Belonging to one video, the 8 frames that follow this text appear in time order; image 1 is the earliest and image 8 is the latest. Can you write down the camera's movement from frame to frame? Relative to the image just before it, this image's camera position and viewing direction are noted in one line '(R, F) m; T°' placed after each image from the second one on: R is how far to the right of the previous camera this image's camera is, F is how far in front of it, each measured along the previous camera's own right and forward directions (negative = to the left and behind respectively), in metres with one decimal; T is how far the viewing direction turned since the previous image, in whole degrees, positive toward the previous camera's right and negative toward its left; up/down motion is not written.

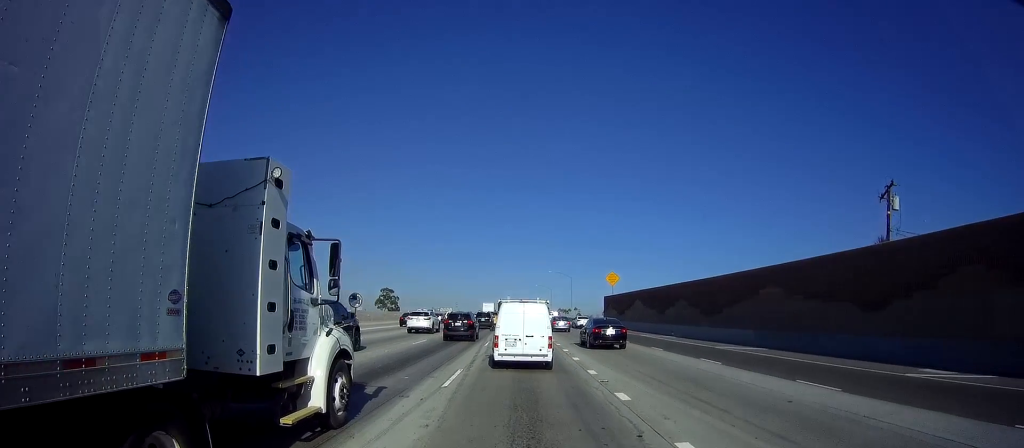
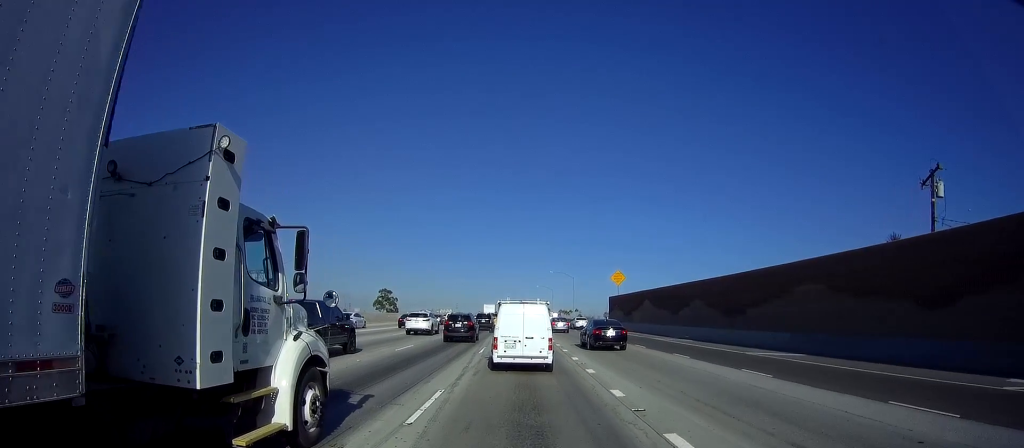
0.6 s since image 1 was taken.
(-0.1, +3.8) m; 0°
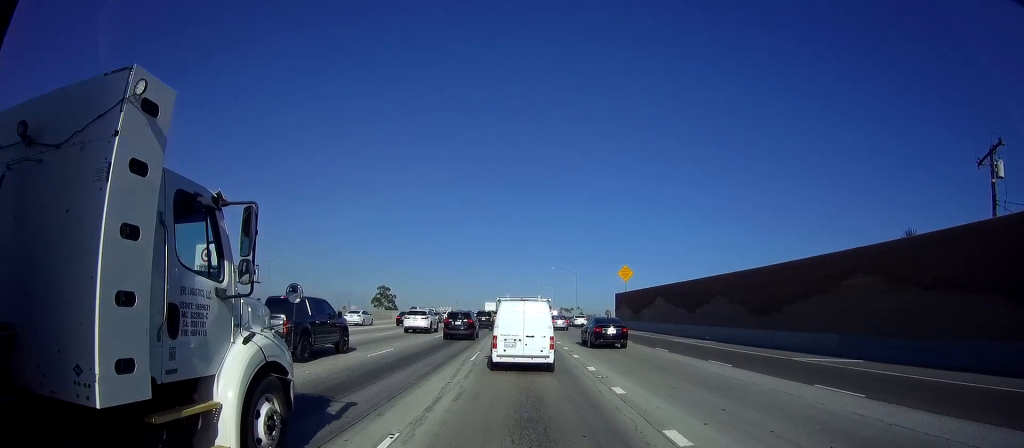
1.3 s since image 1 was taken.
(0.0, +4.2) m; 0°
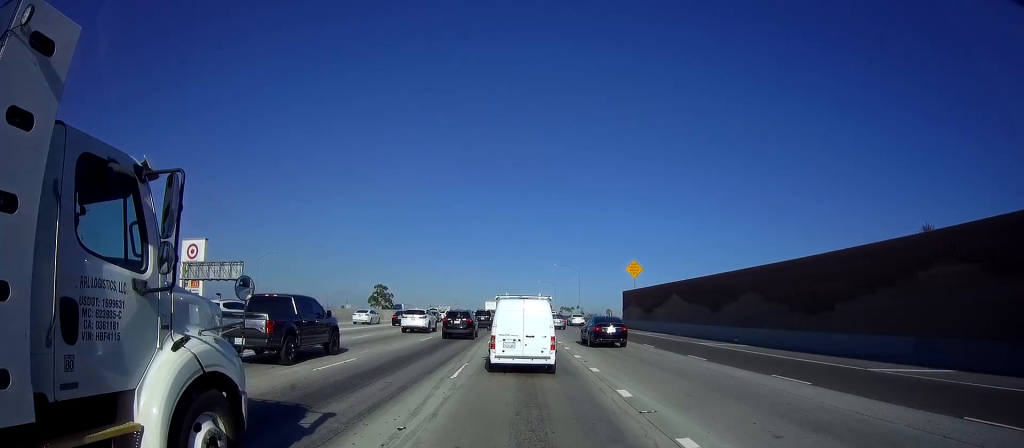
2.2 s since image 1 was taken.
(+0.1, +4.8) m; +1°
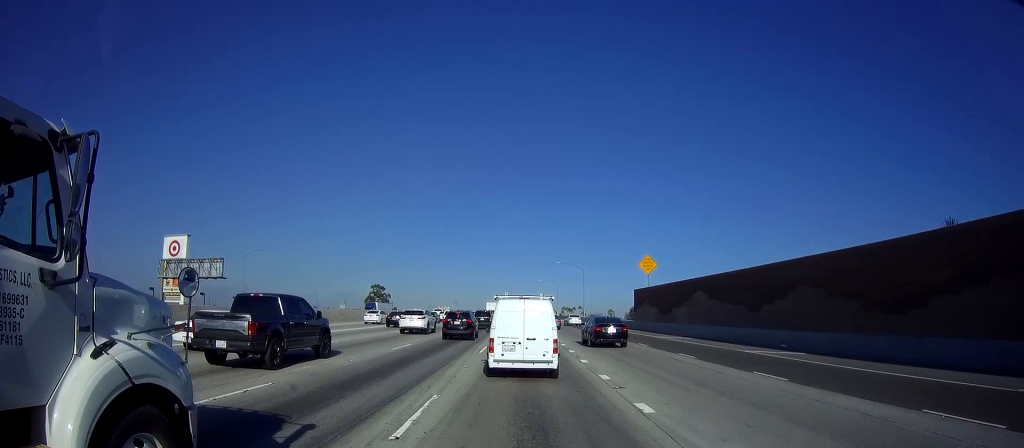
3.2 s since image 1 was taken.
(0.0, +5.7) m; +2°
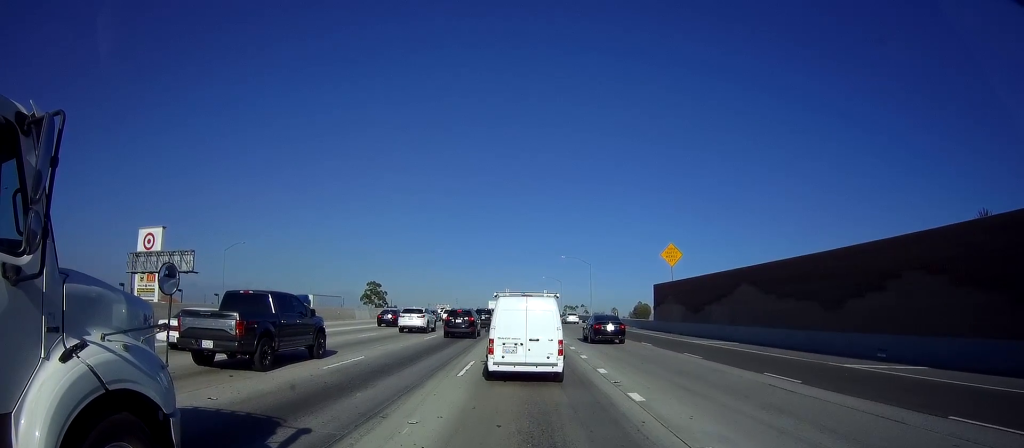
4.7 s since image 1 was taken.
(0.0, +7.6) m; -3°
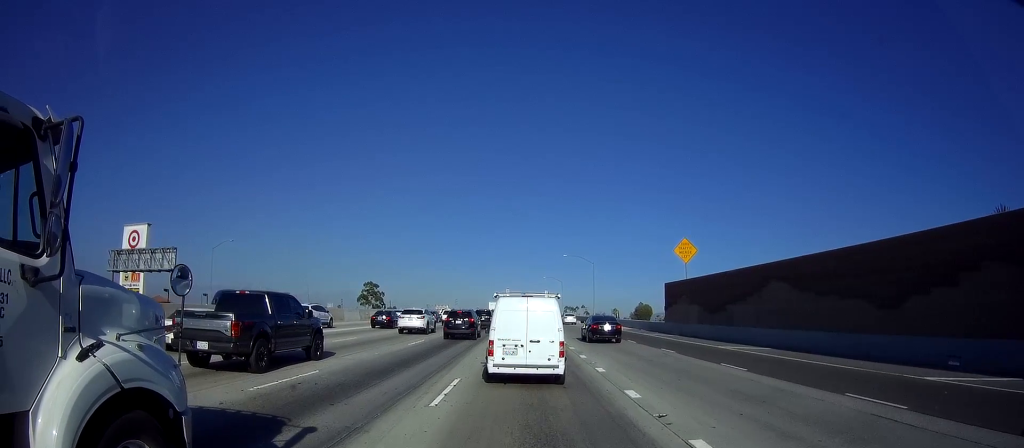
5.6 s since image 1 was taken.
(-0.1, +3.8) m; 0°
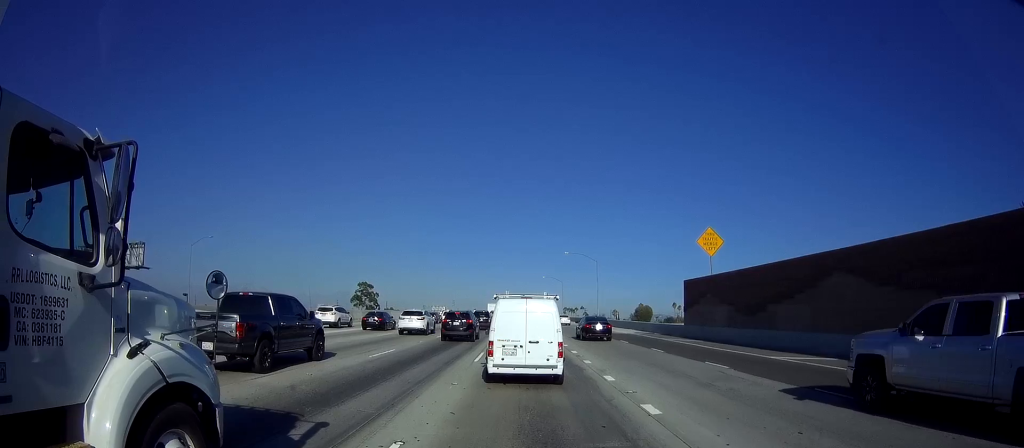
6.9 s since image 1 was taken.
(+0.2, +5.8) m; 0°
